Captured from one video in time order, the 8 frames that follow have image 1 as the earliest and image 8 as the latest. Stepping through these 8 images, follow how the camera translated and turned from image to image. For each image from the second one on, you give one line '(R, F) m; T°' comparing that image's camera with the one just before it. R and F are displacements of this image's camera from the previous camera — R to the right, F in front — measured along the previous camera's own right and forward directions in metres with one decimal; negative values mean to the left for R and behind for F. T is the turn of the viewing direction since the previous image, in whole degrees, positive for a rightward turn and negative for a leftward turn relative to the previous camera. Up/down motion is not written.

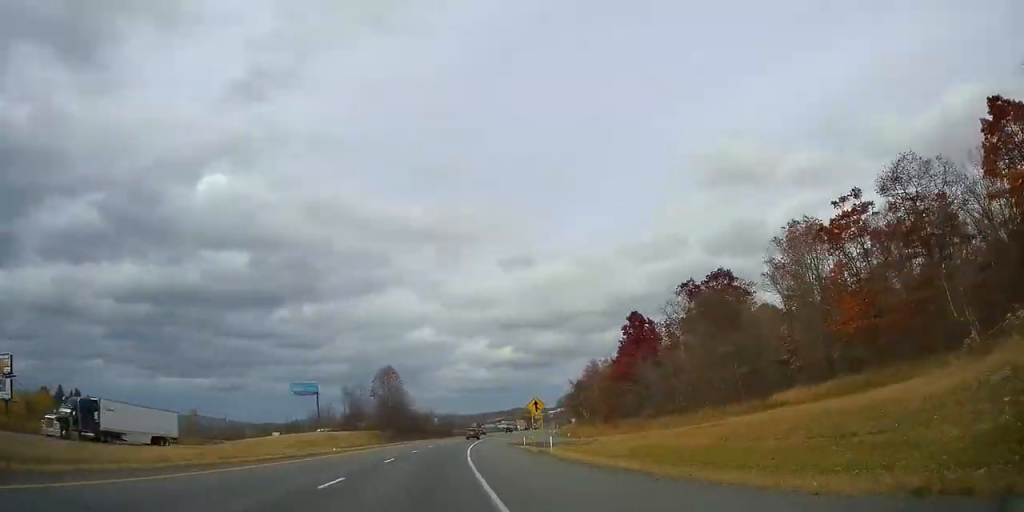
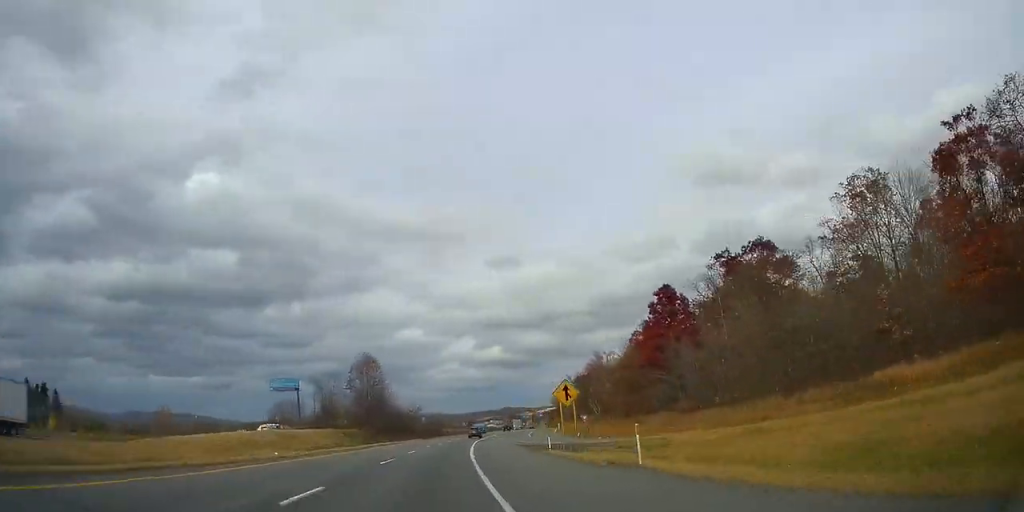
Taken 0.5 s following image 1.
(+0.1, +15.4) m; +2°
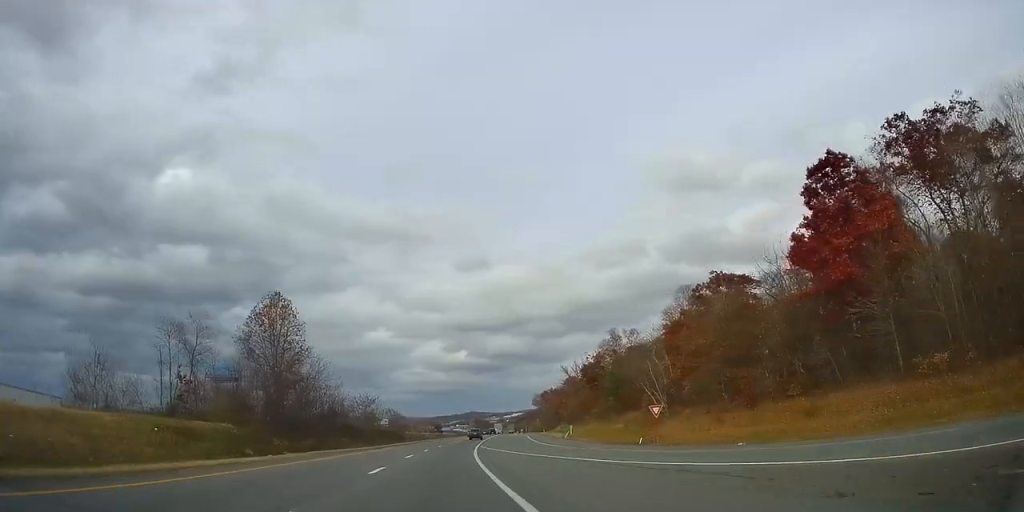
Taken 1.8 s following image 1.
(+2.4, +39.0) m; +5°
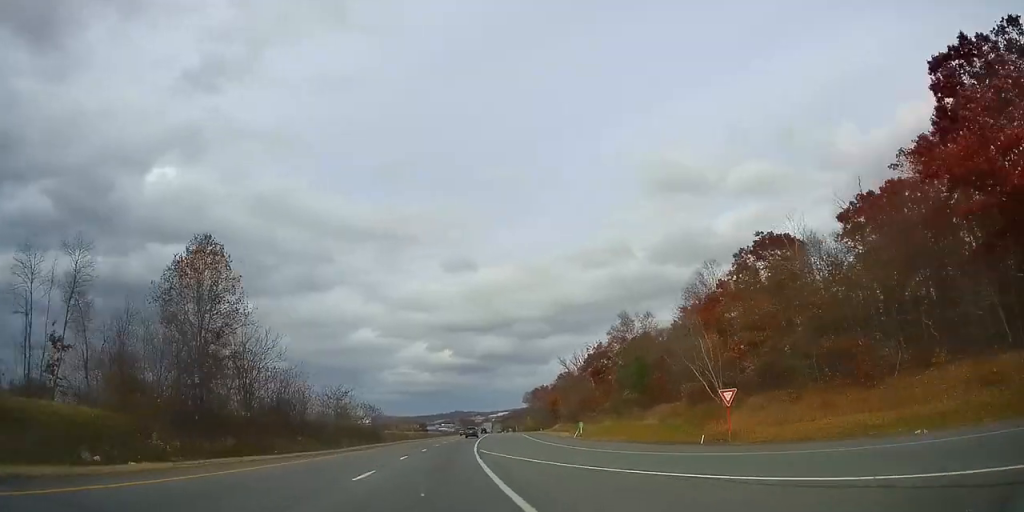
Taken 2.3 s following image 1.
(+0.2, +14.8) m; +1°
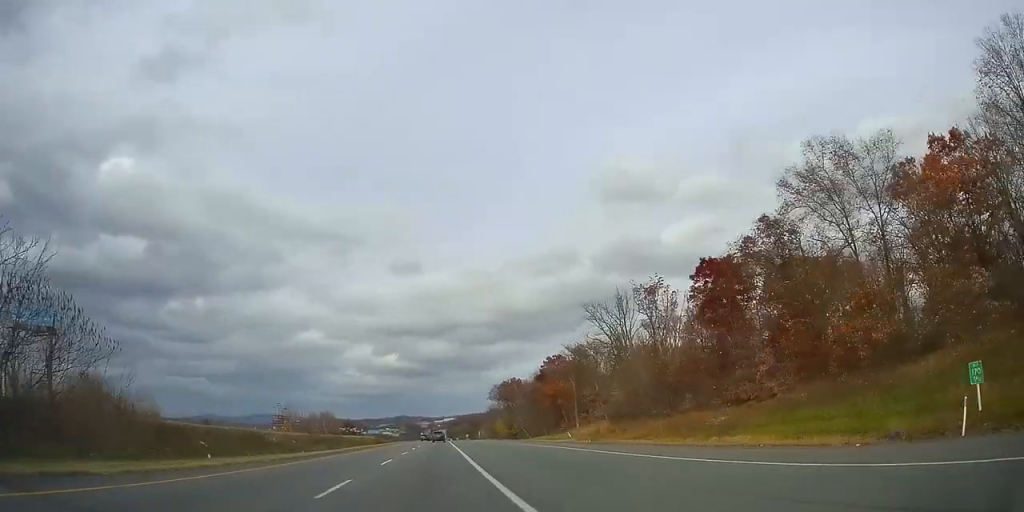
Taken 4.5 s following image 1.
(+4.8, +61.9) m; +11°
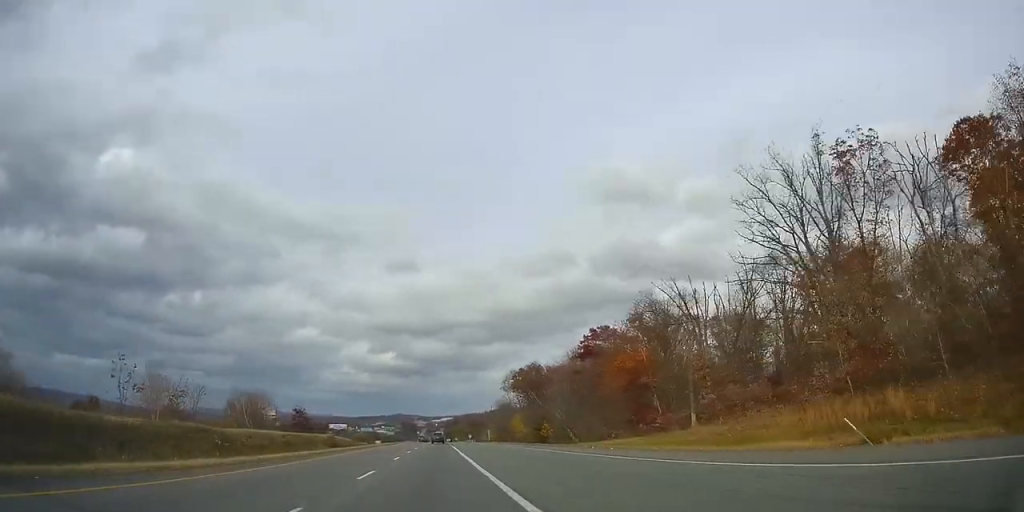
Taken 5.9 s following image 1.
(+1.7, +41.3) m; +1°
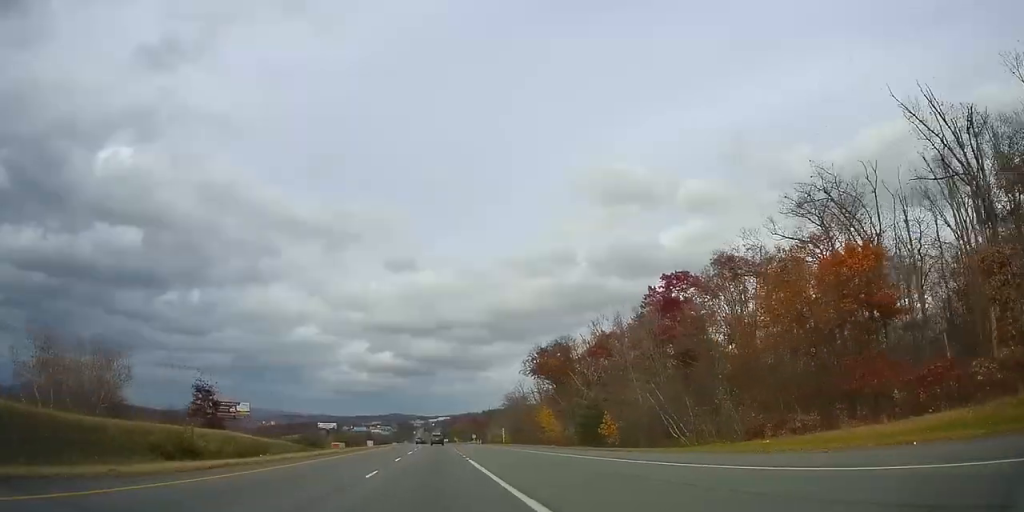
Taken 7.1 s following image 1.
(-0.3, +34.7) m; -1°
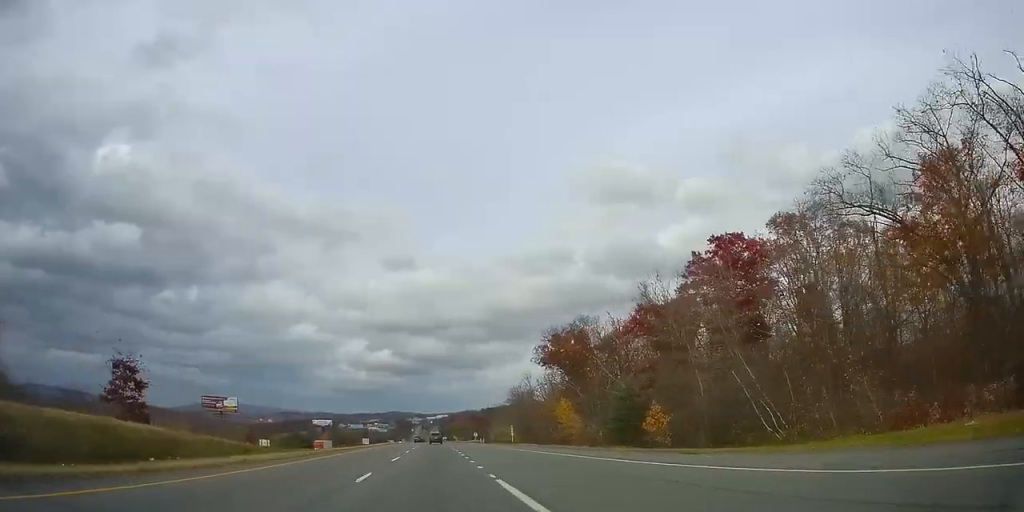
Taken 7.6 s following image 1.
(0.0, +13.7) m; 0°
